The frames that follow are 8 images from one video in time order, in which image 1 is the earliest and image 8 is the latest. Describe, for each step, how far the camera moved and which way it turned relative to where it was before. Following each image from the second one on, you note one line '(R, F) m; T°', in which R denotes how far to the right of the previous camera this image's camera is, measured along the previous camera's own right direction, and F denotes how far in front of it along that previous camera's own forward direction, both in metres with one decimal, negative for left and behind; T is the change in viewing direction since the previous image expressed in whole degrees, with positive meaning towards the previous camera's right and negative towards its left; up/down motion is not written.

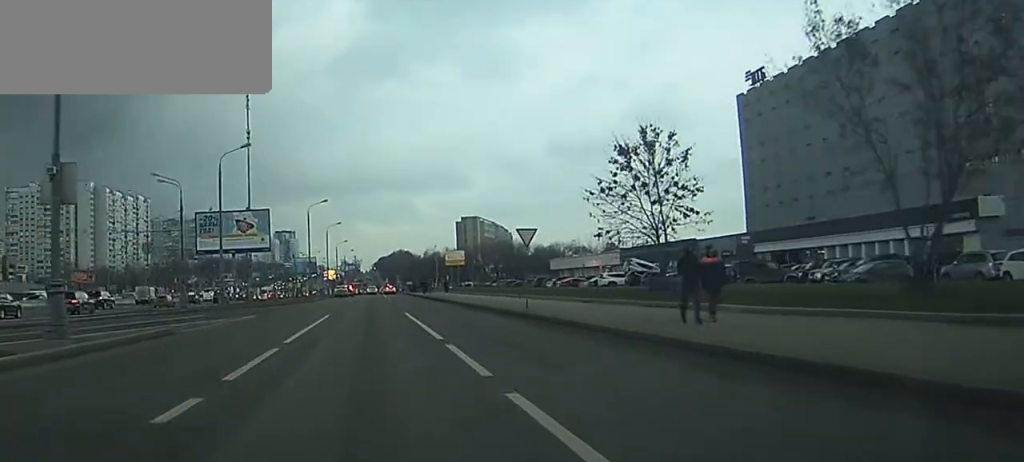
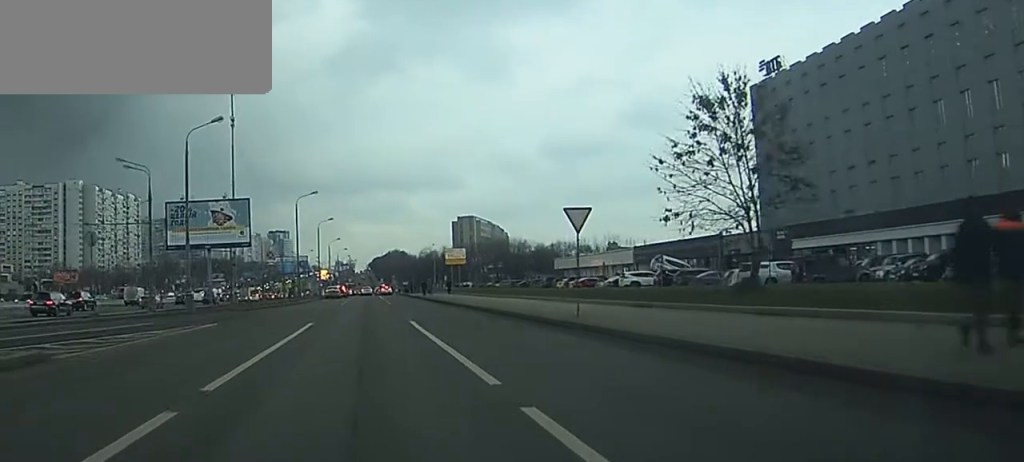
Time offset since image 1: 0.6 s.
(0.0, +9.8) m; 0°
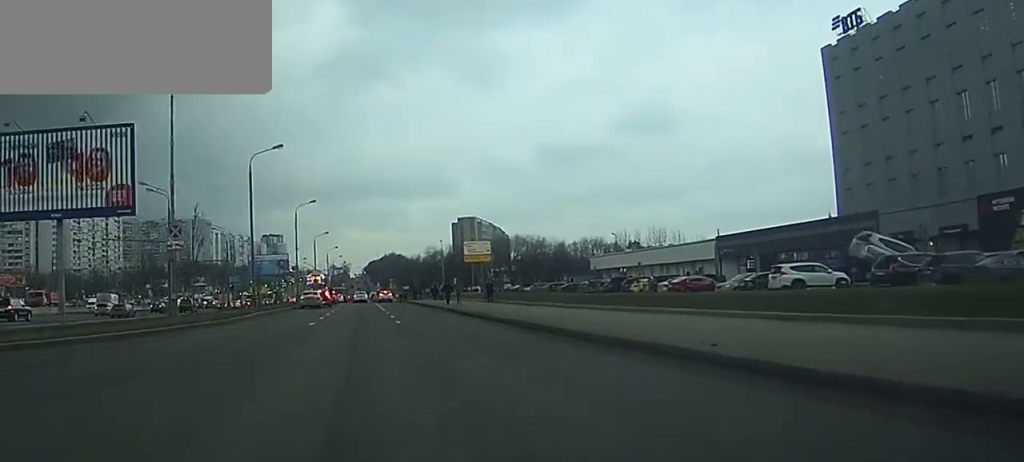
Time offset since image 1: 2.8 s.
(+0.4, +31.7) m; +1°
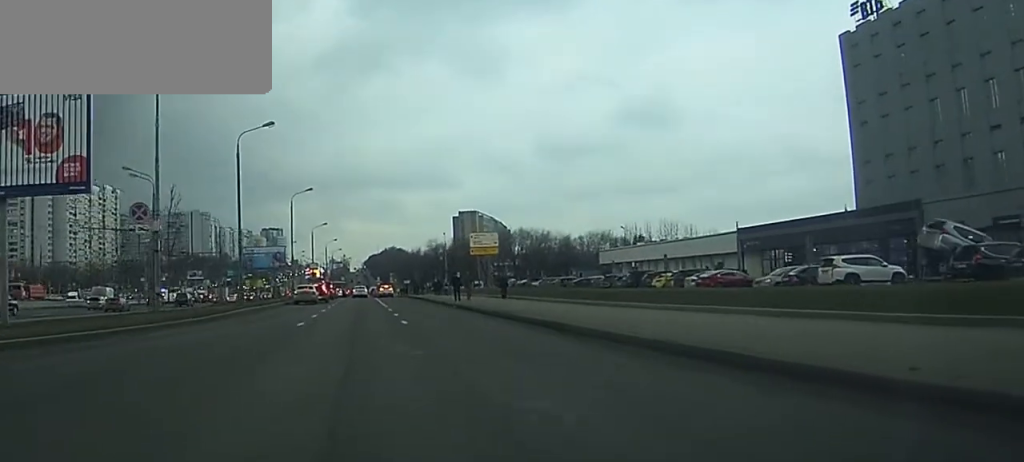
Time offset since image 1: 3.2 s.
(0.0, +5.6) m; 0°
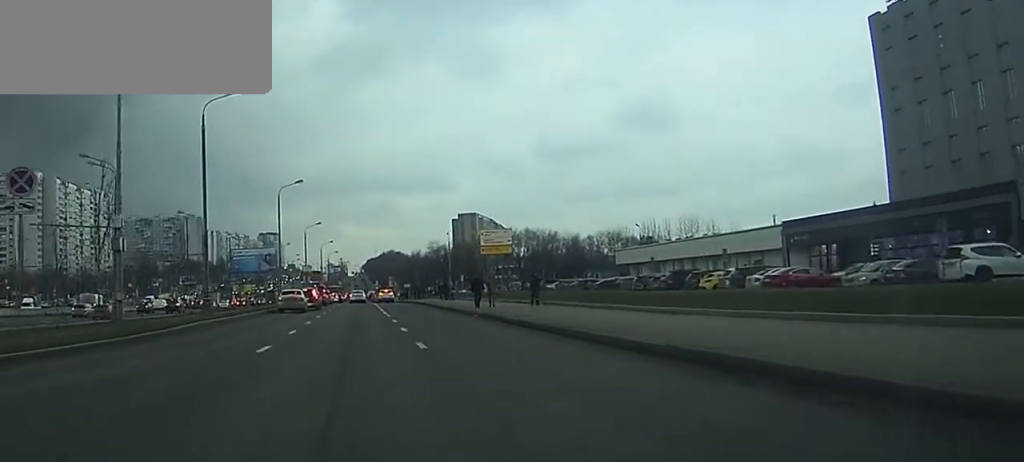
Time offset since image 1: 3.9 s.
(0.0, +10.0) m; 0°
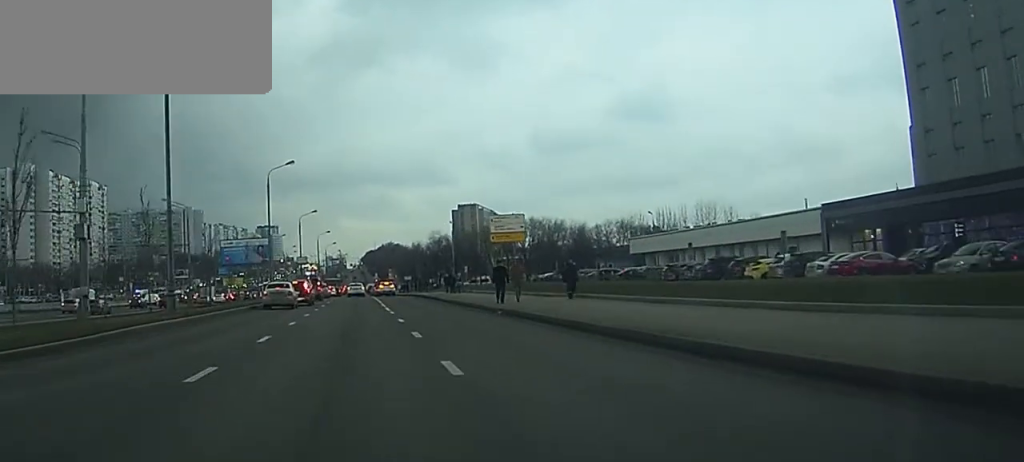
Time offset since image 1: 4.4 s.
(0.0, +7.0) m; 0°
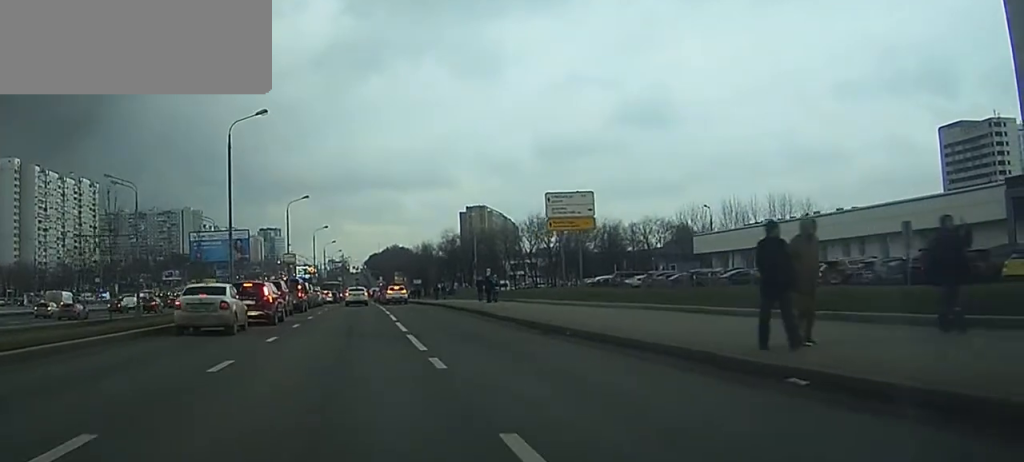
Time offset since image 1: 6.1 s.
(0.0, +18.3) m; 0°
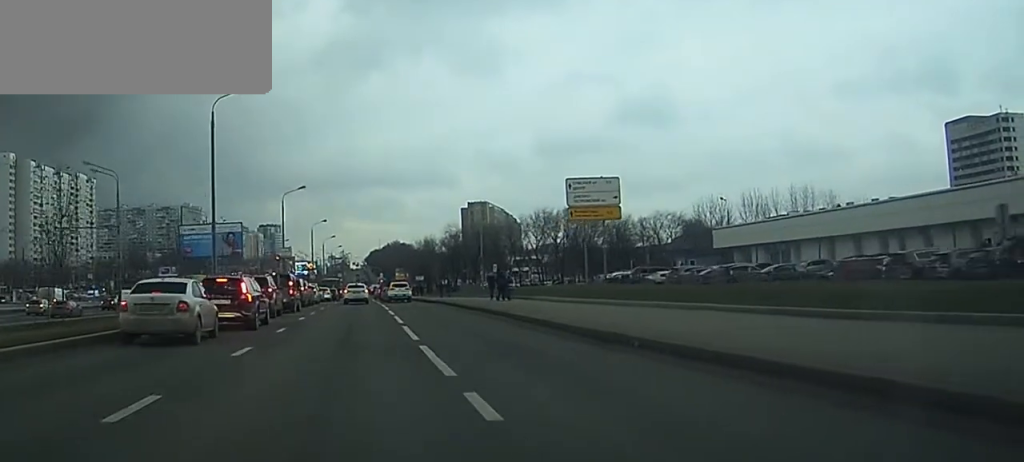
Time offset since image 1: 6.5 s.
(0.0, +4.2) m; 0°
